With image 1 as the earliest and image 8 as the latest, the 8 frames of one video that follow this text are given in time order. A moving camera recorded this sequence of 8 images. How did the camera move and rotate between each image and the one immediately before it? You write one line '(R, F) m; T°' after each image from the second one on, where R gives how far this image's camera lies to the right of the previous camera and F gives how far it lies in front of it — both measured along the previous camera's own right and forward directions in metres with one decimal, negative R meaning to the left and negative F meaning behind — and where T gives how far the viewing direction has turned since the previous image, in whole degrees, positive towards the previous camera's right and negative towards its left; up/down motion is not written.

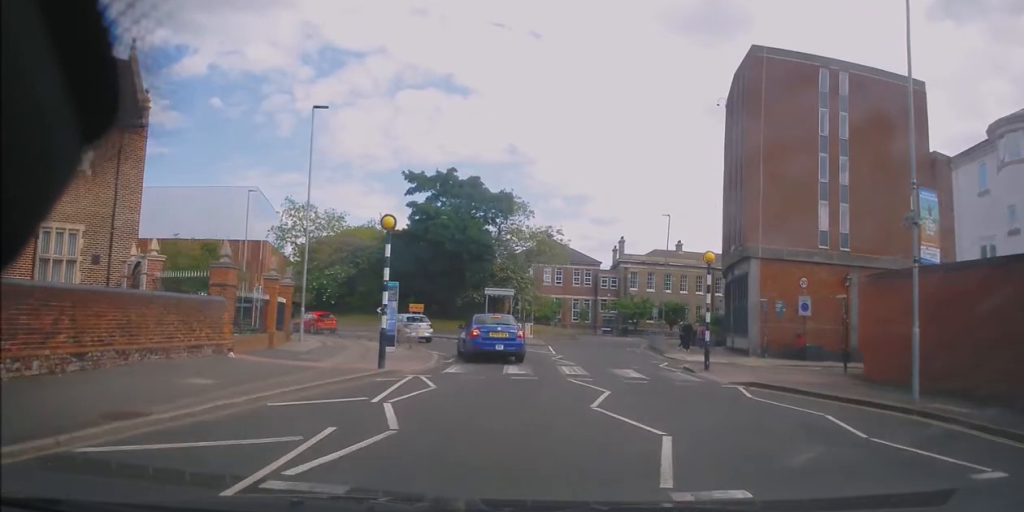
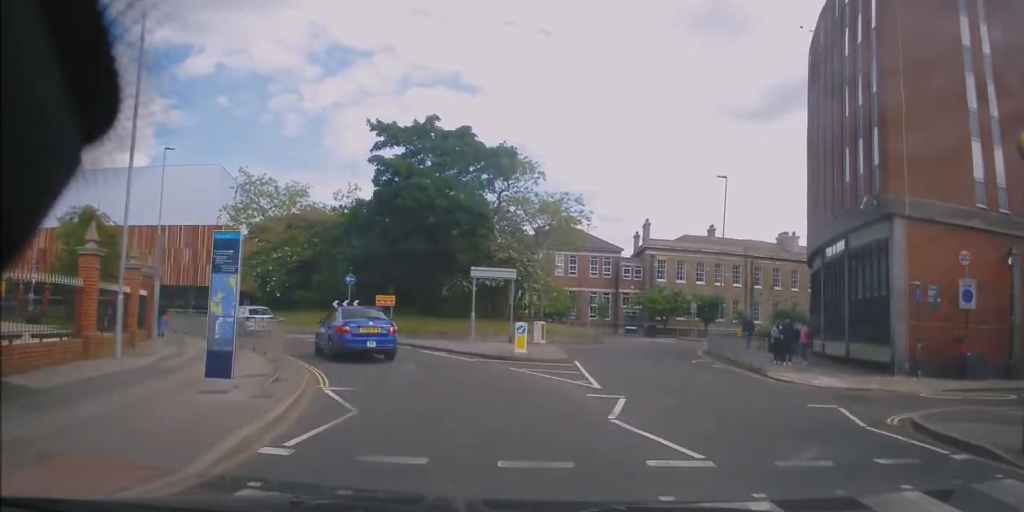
(-0.4, +13.5) m; -3°
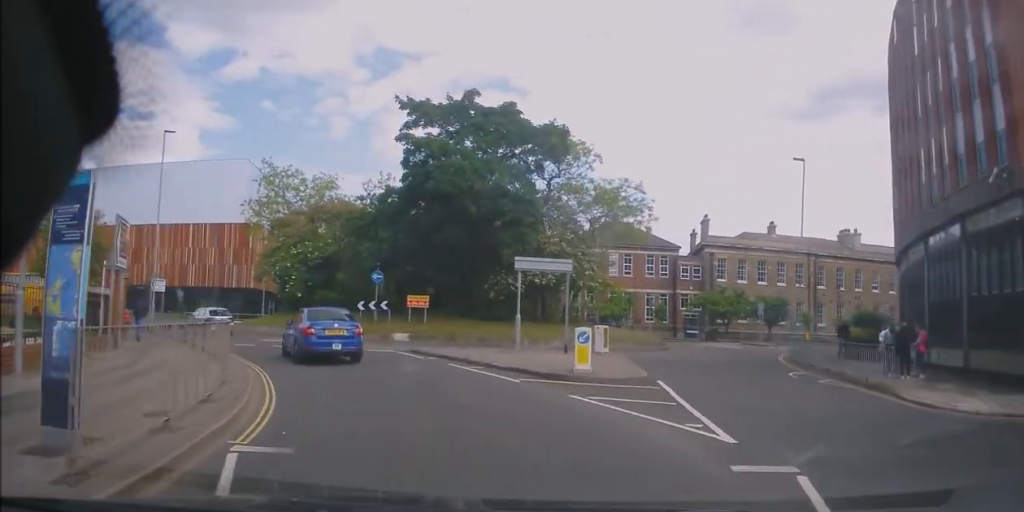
(0.0, +4.8) m; -6°
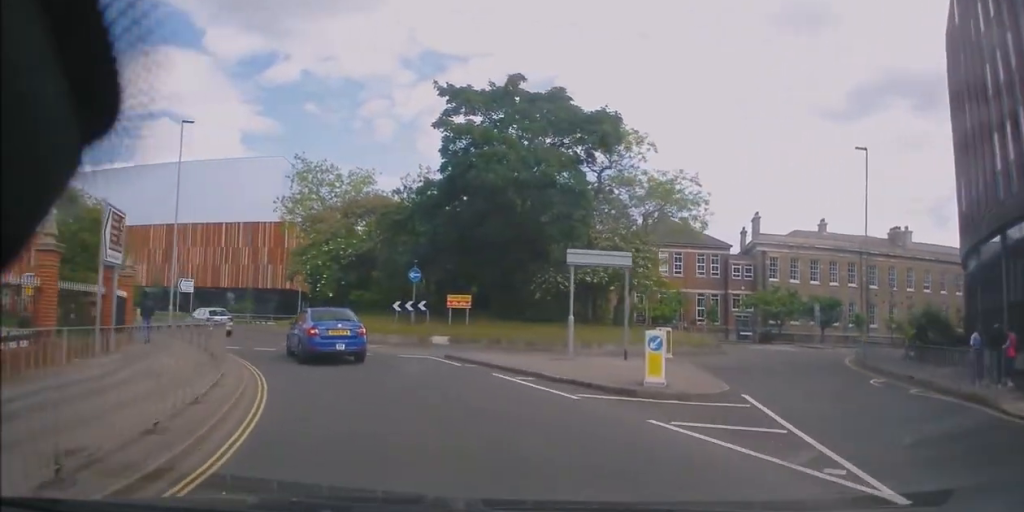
(-0.3, +2.3) m; -5°
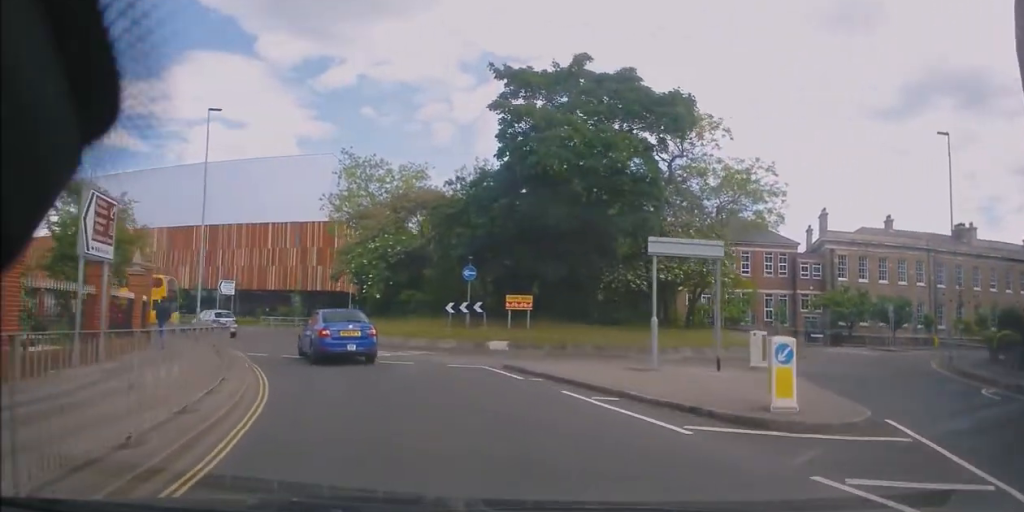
(-0.2, +2.8) m; -6°
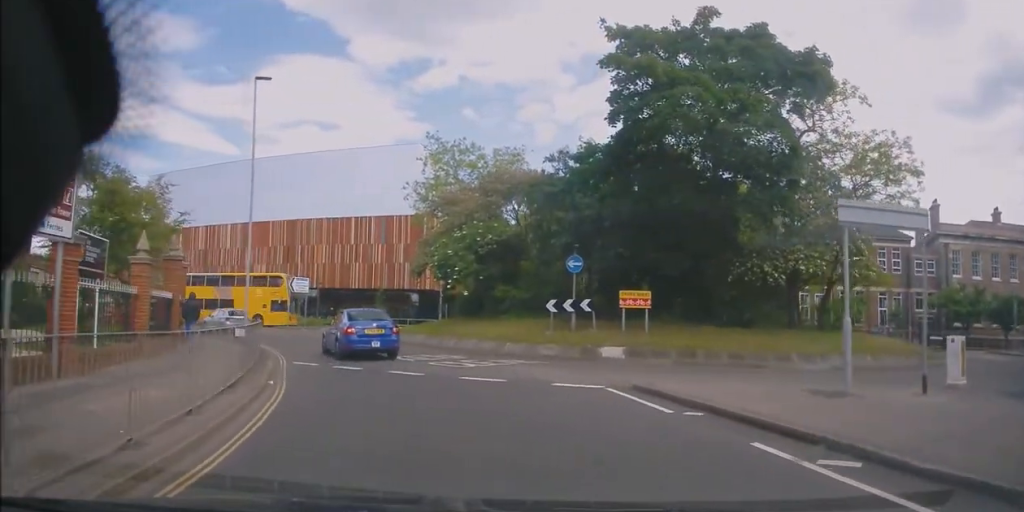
(-0.1, +4.5) m; -7°
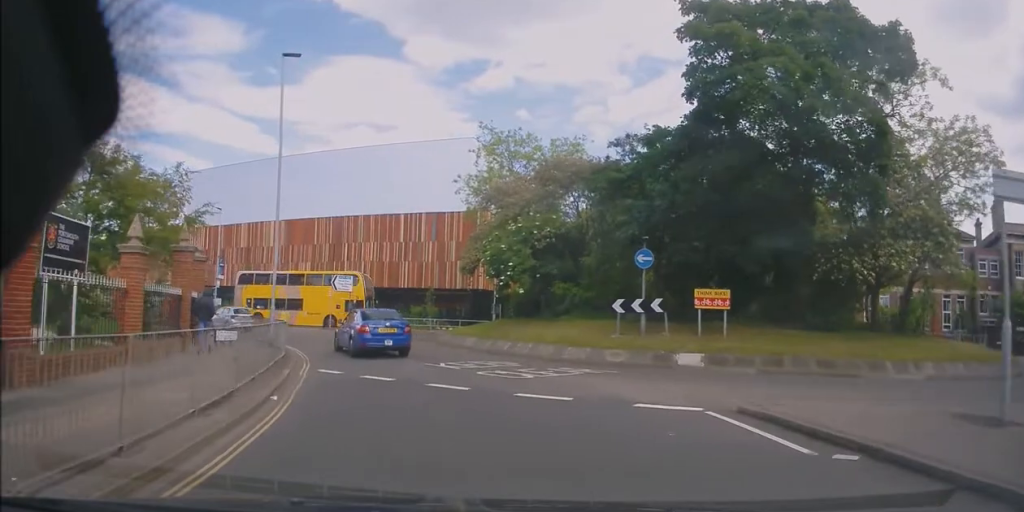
(-0.2, +2.5) m; -6°
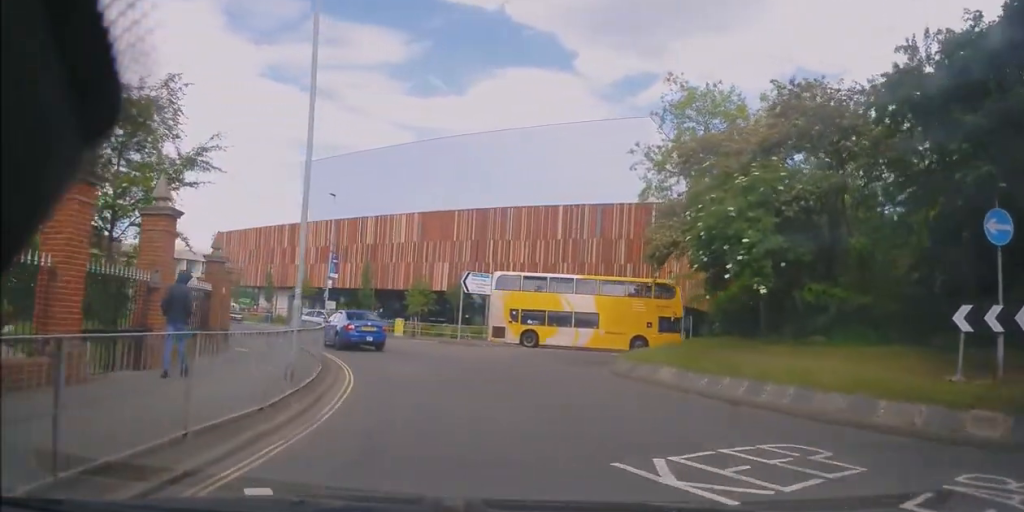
(-1.6, +10.0) m; -14°
